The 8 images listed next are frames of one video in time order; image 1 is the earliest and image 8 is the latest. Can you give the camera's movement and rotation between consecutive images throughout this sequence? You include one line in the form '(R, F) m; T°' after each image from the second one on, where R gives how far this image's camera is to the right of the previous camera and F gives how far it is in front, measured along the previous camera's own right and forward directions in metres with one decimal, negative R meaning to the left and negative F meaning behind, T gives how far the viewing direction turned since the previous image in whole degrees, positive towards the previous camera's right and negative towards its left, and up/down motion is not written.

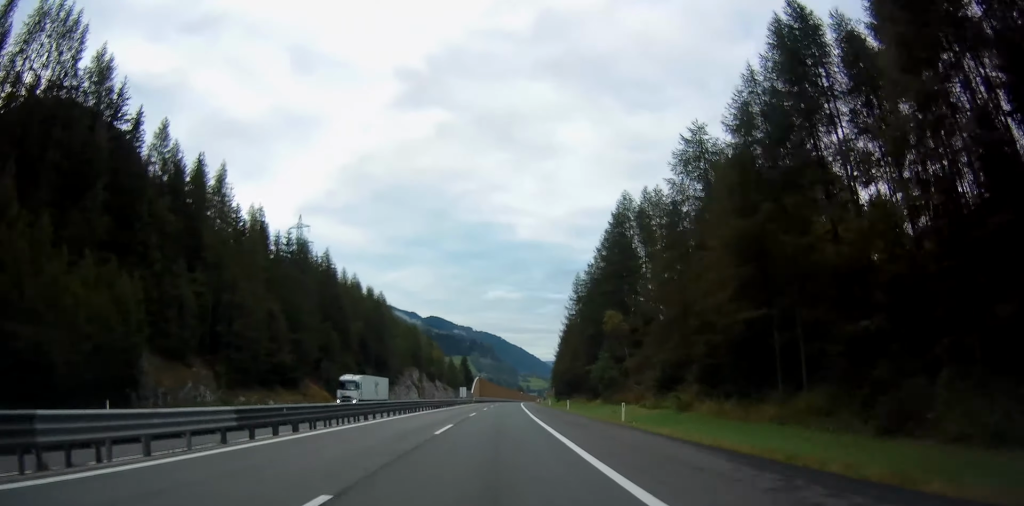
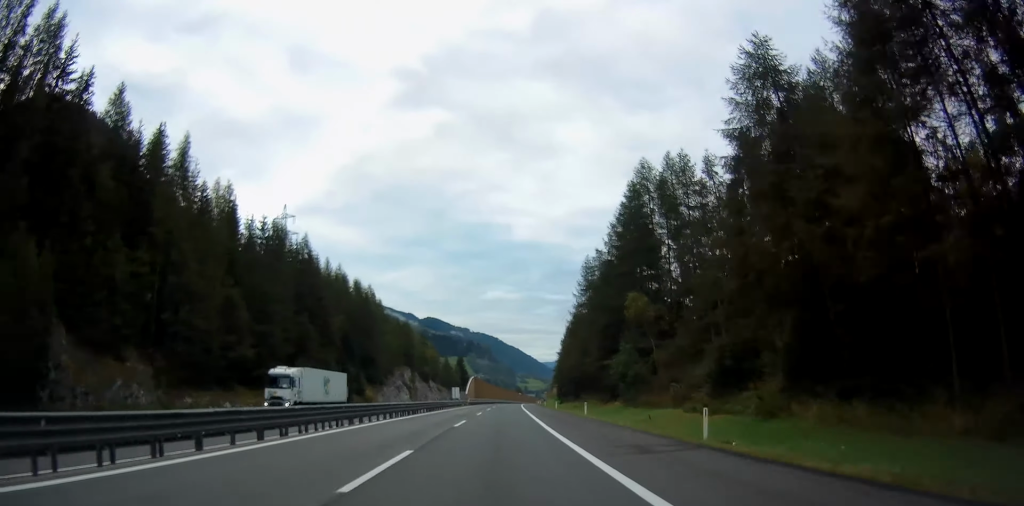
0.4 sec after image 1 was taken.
(-0.2, +11.3) m; 0°
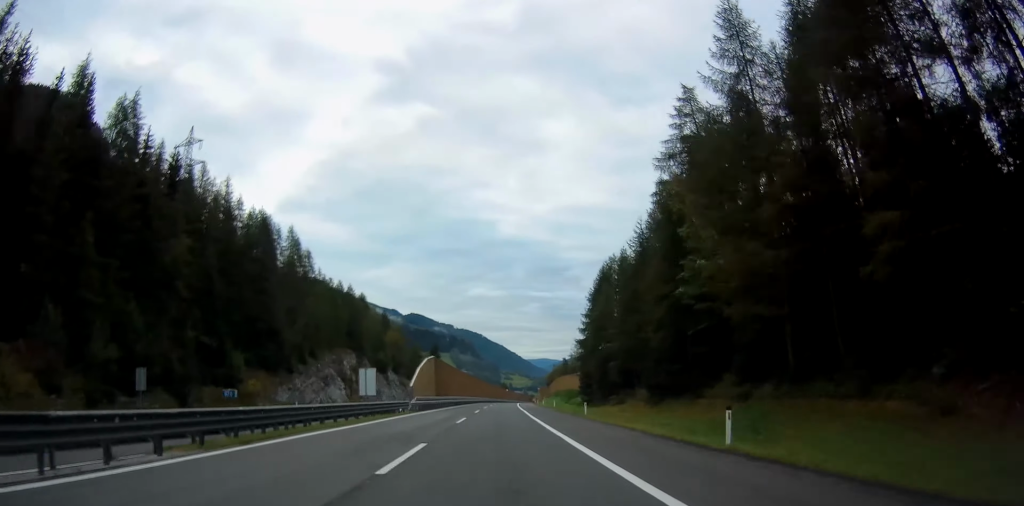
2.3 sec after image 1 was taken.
(+0.8, +51.2) m; +2°
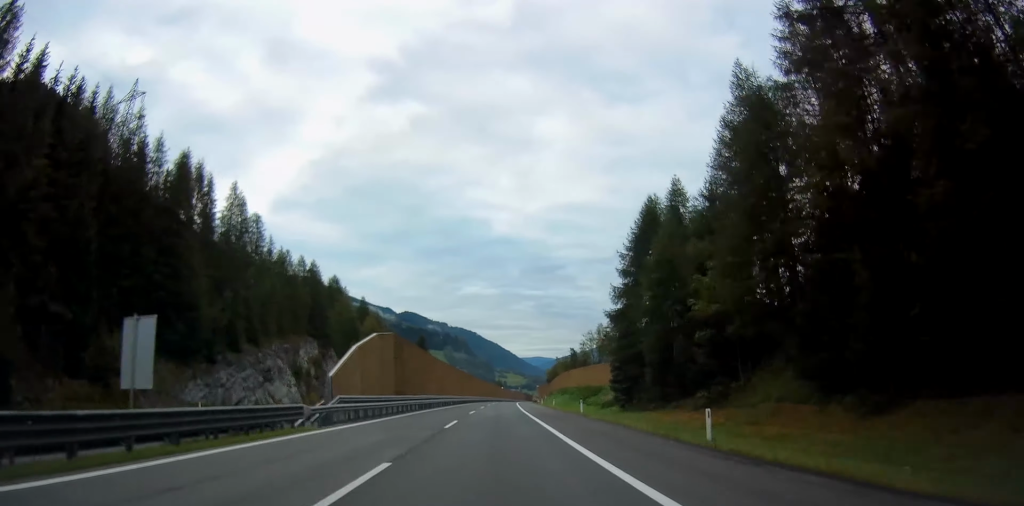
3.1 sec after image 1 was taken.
(+0.3, +23.1) m; +1°
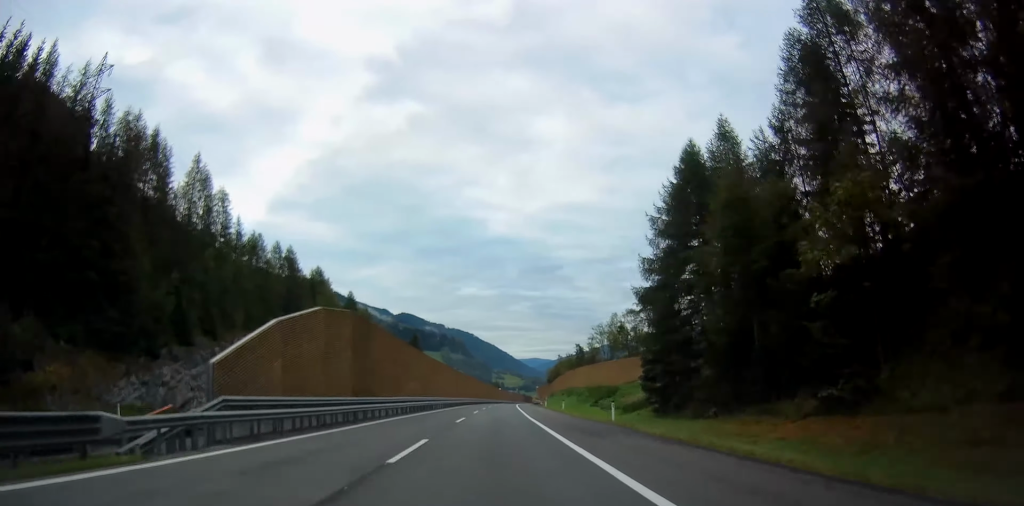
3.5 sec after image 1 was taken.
(0.0, +12.3) m; +1°
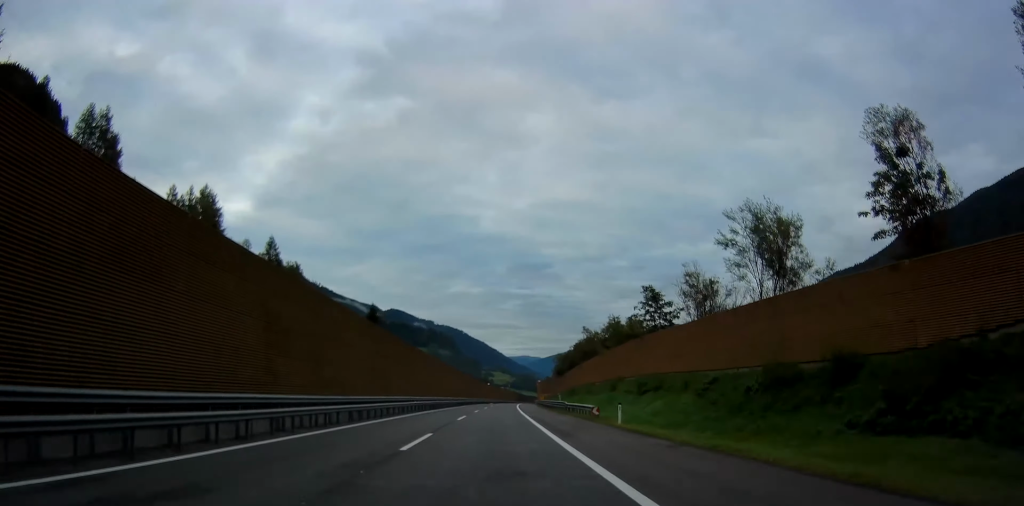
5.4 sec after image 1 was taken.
(+0.3, +51.4) m; 0°
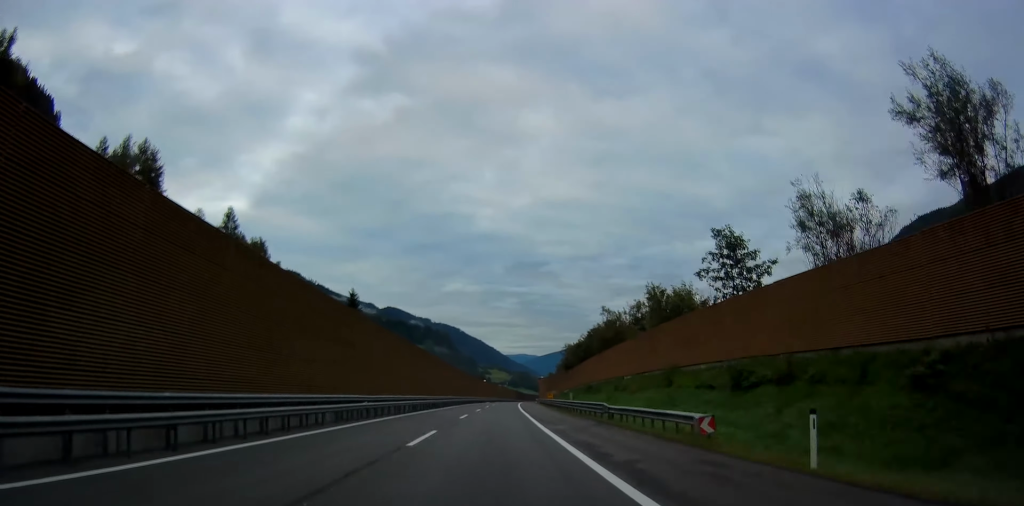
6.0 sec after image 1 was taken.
(0.0, +17.4) m; 0°
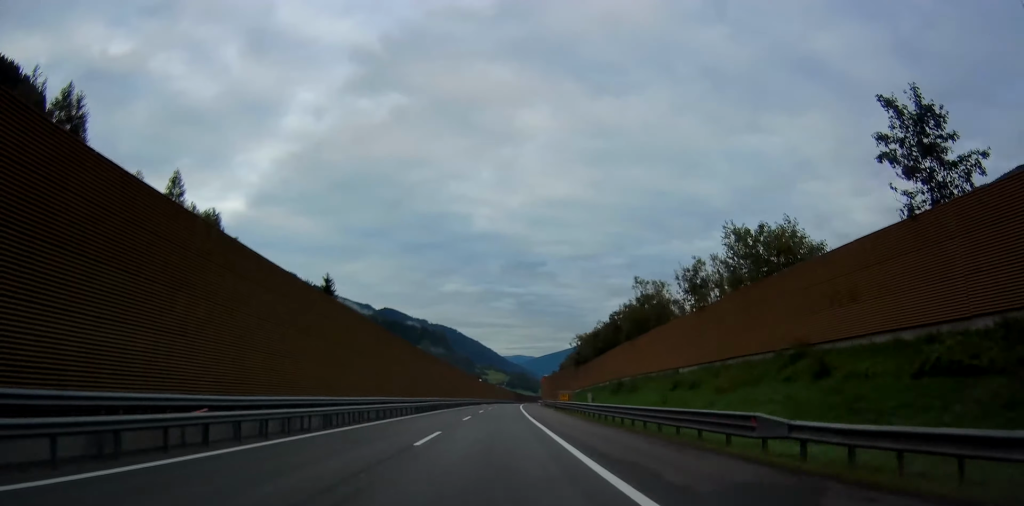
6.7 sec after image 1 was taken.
(0.0, +17.8) m; 0°
